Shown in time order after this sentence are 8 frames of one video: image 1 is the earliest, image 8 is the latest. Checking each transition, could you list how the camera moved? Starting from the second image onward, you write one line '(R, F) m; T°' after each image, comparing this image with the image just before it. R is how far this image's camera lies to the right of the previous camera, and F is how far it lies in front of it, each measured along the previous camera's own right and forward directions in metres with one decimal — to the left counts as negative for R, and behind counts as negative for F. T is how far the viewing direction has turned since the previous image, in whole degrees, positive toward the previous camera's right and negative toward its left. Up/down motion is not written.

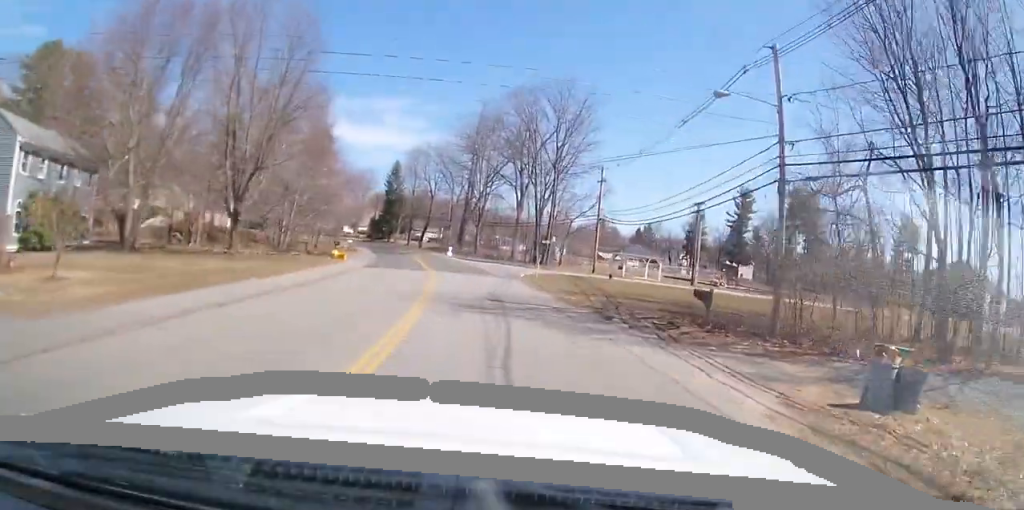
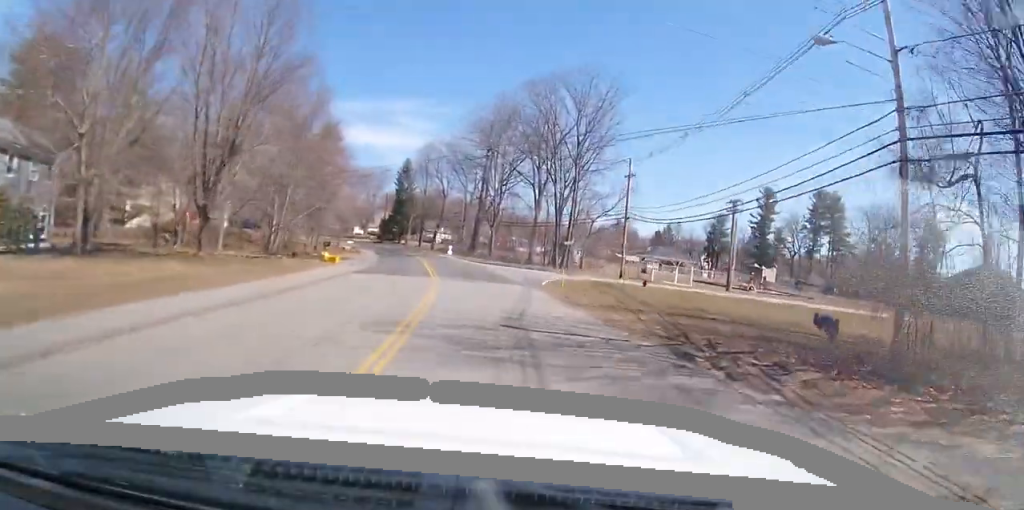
(0.0, +5.9) m; -1°
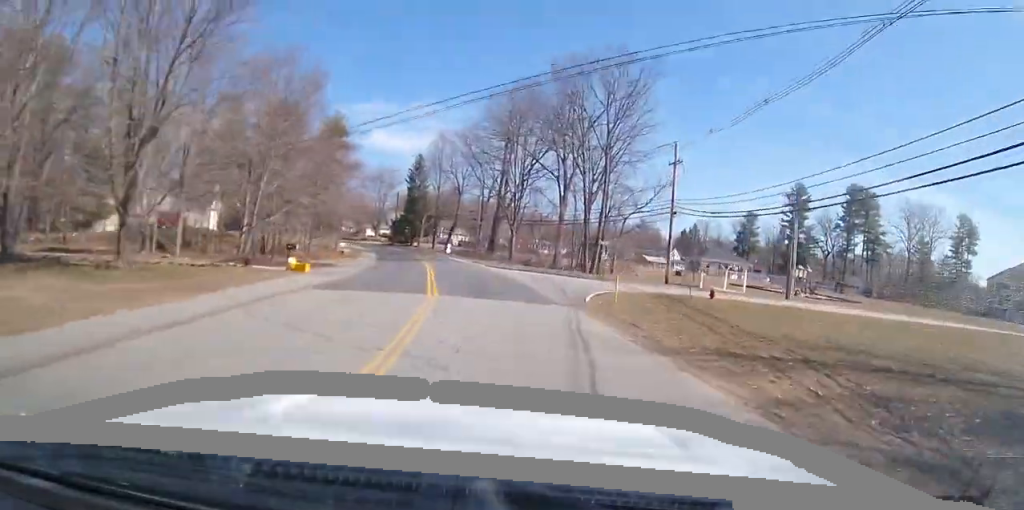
(0.0, +8.9) m; -2°
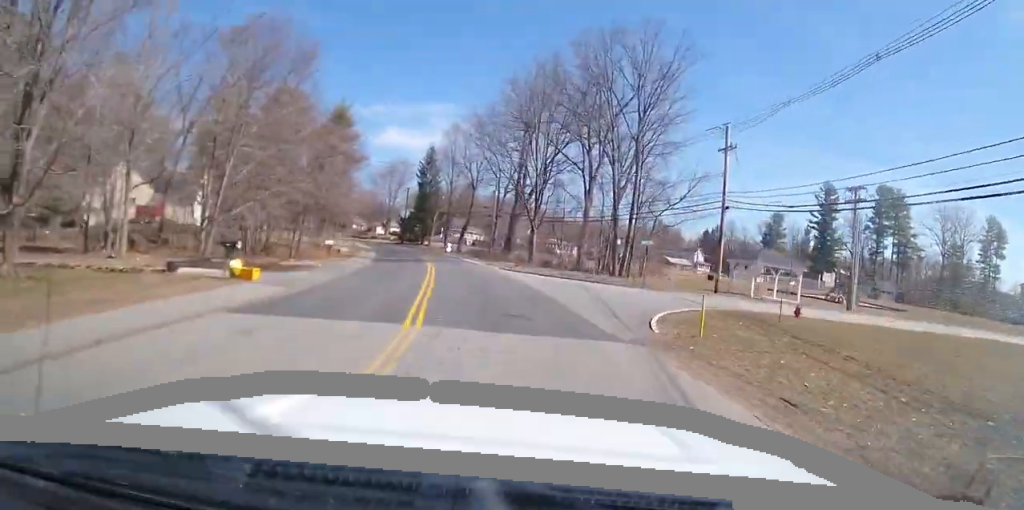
(-0.2, +7.5) m; -2°
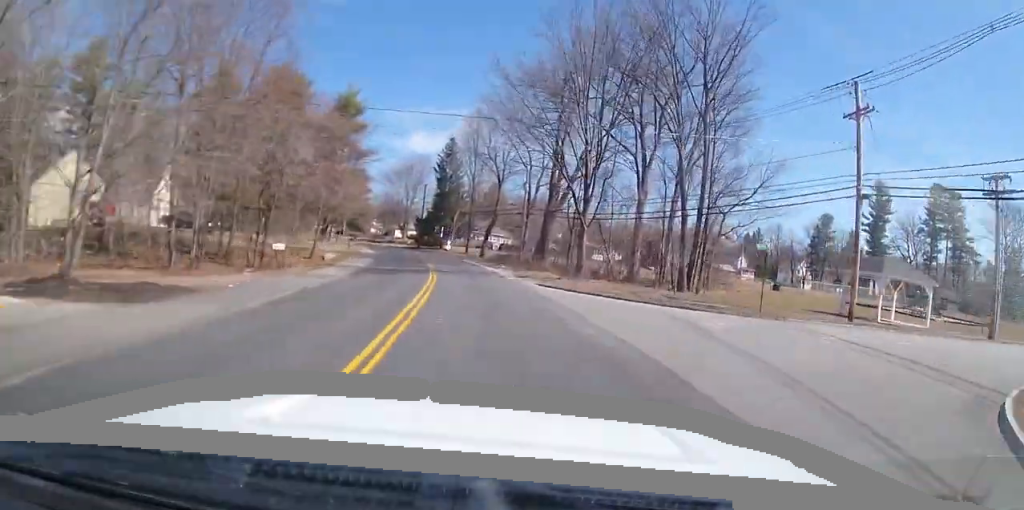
(-0.4, +13.1) m; -5°
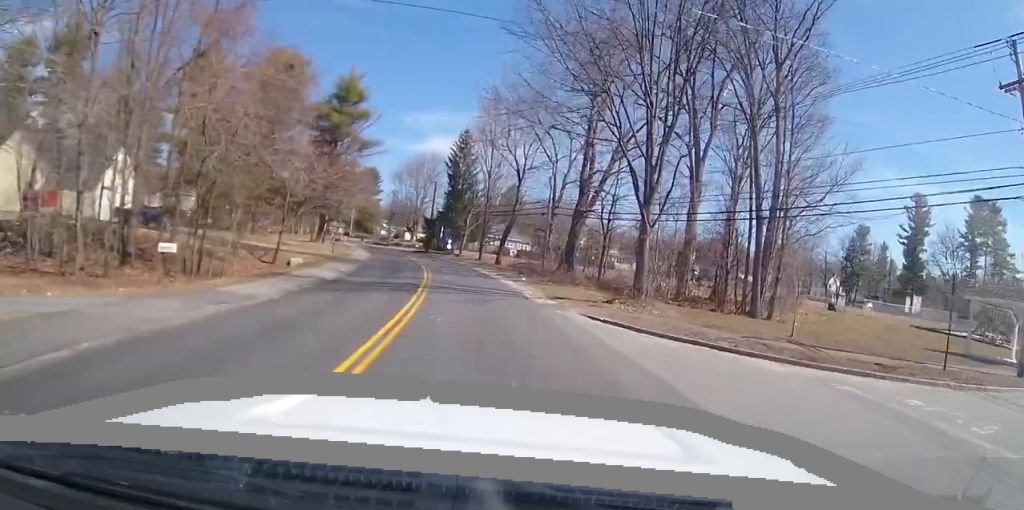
(-0.3, +10.1) m; -4°
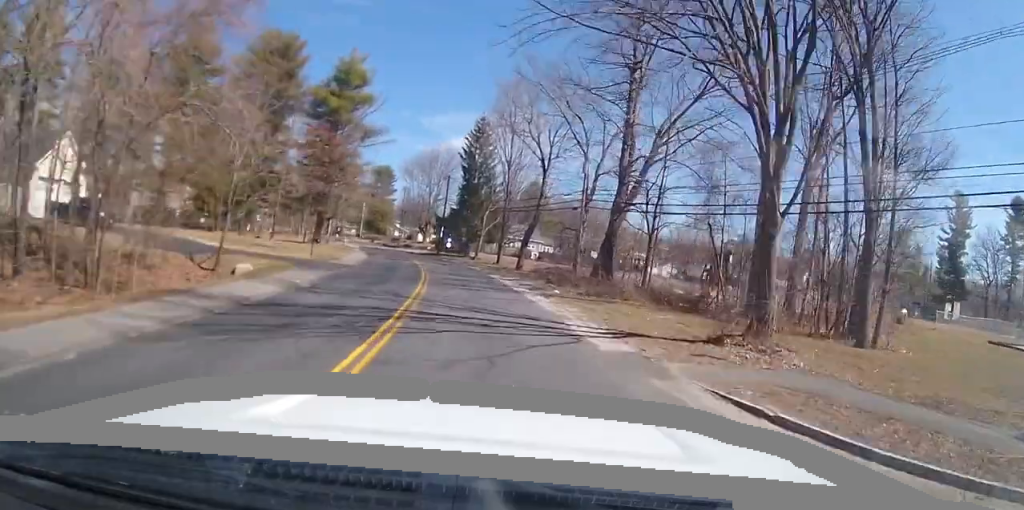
(-0.5, +9.2) m; -2°
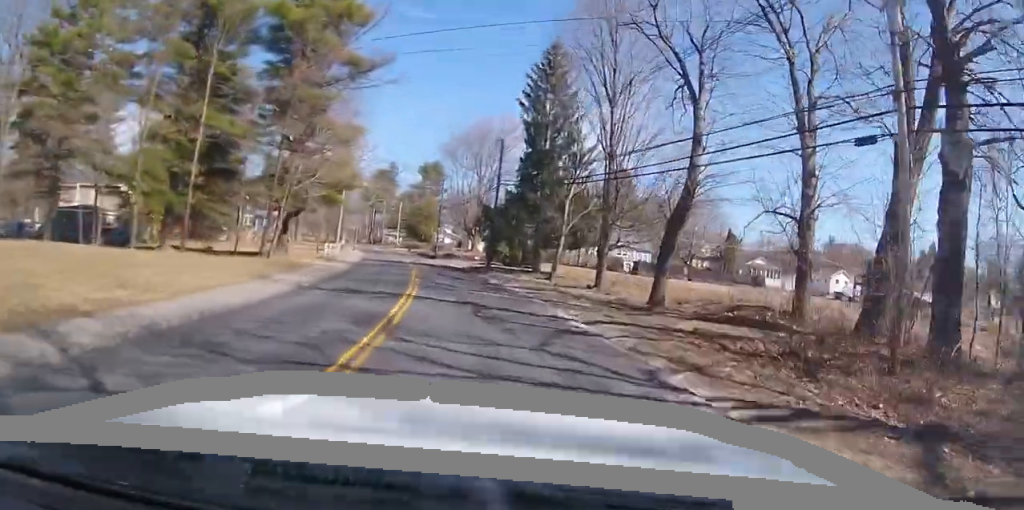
(-2.2, +29.3) m; -10°
